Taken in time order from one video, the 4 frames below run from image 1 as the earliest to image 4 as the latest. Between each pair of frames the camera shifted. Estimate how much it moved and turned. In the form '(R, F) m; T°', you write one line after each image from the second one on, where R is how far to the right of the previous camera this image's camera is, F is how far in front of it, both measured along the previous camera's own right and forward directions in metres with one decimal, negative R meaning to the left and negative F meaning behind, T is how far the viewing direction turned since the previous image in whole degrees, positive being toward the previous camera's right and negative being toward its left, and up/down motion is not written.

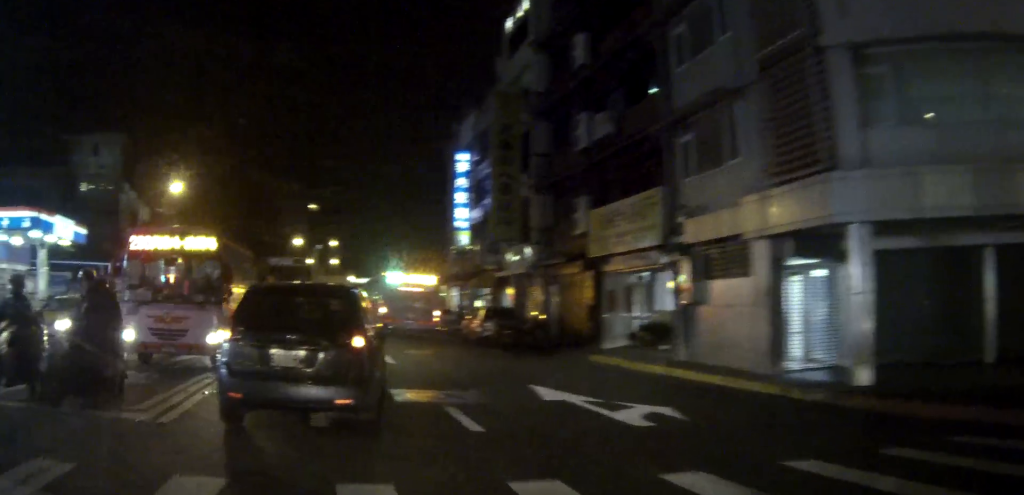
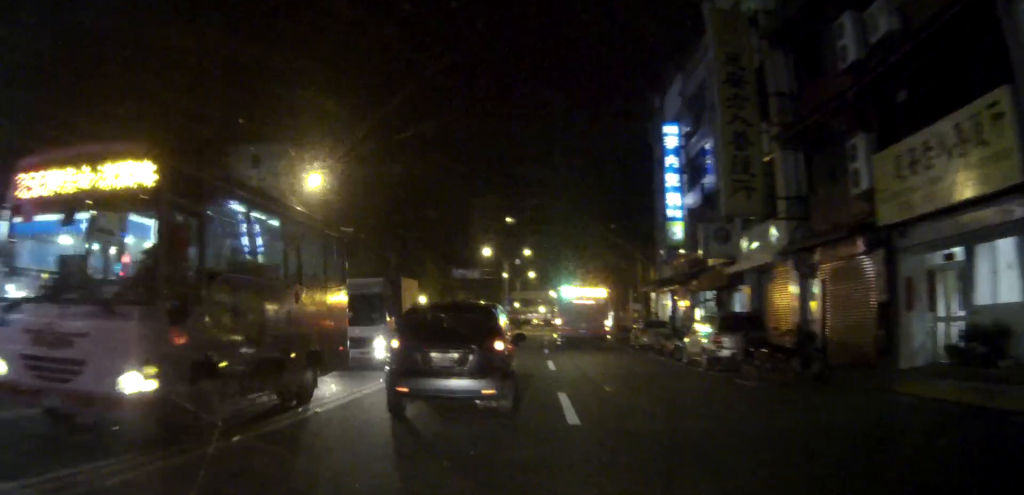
(-2.2, +8.6) m; -21°
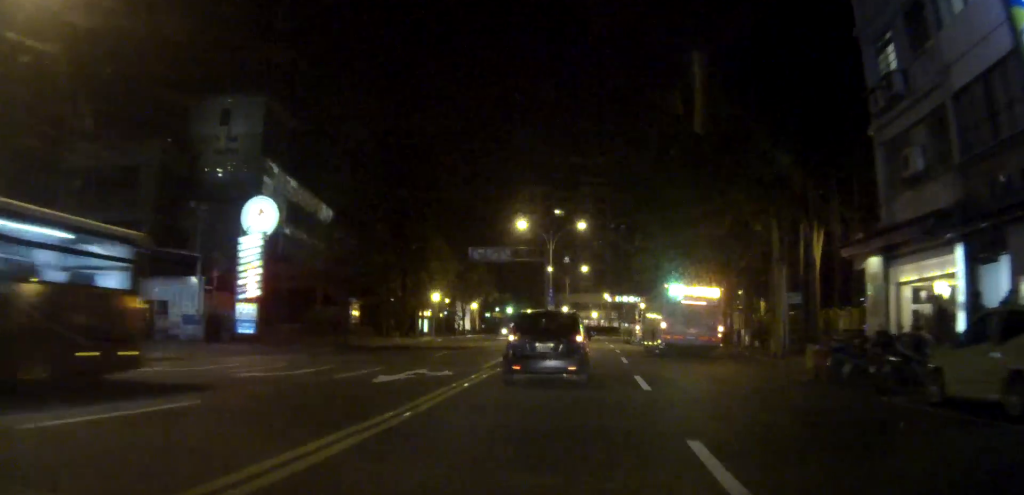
(-0.8, +24.2) m; 0°
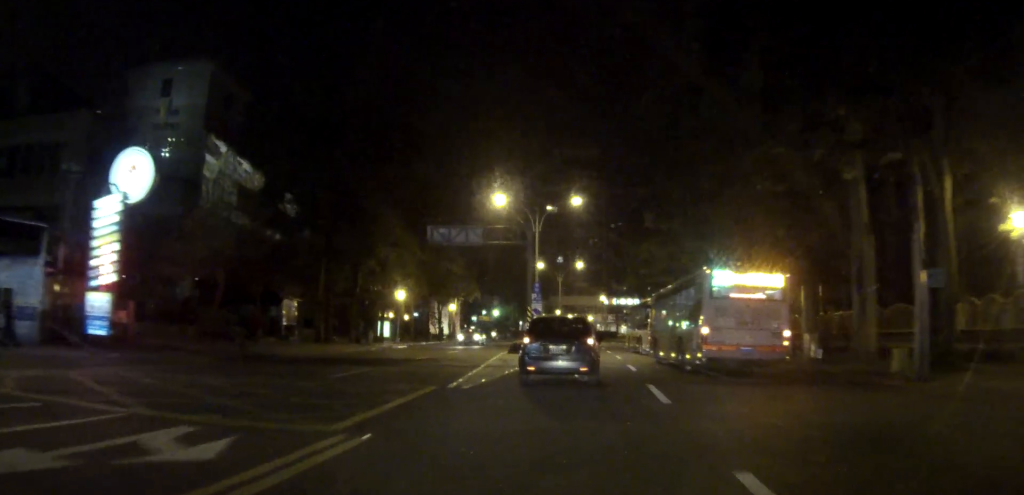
(0.0, +11.2) m; 0°
